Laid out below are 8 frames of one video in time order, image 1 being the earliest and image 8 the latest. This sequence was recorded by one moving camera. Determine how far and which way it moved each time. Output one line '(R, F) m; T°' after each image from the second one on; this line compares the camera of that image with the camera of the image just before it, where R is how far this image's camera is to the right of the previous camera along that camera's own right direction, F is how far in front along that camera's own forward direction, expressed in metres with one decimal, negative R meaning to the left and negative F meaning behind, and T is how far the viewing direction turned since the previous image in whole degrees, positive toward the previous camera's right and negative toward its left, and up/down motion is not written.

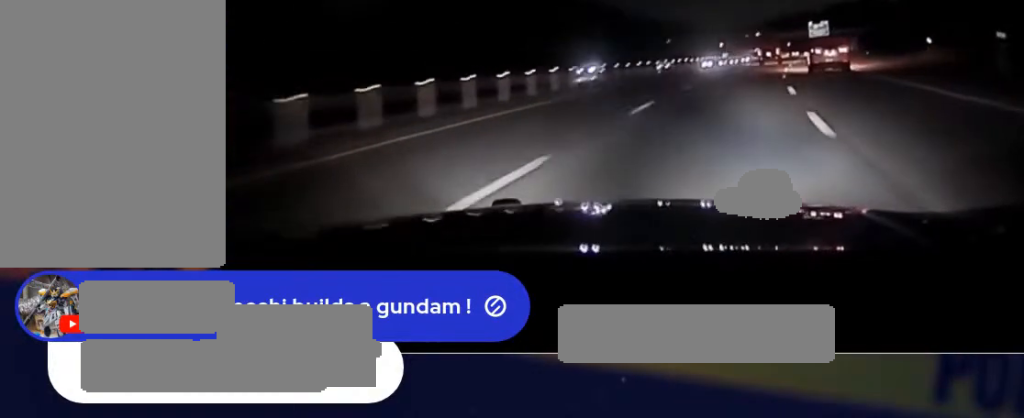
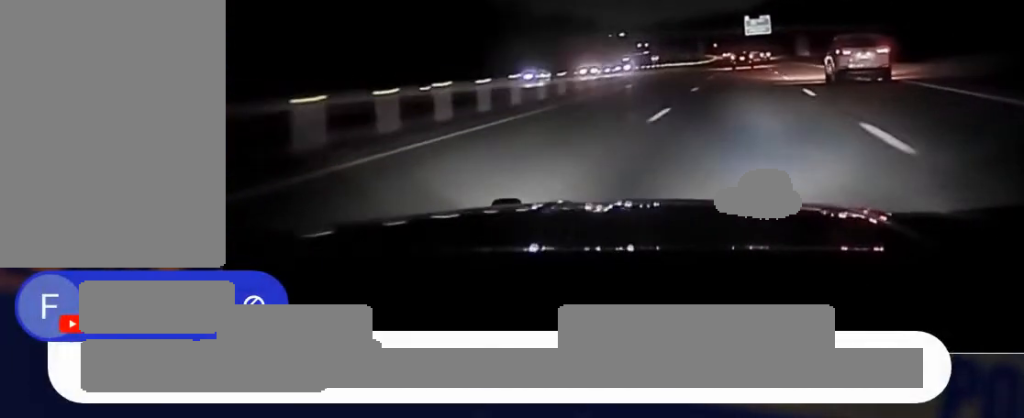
(+2.0, +61.6) m; +3°
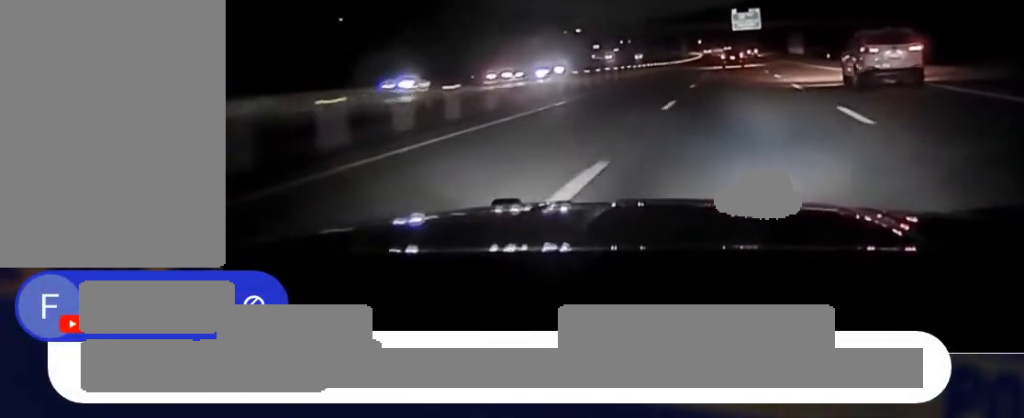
(-0.1, +24.4) m; 0°
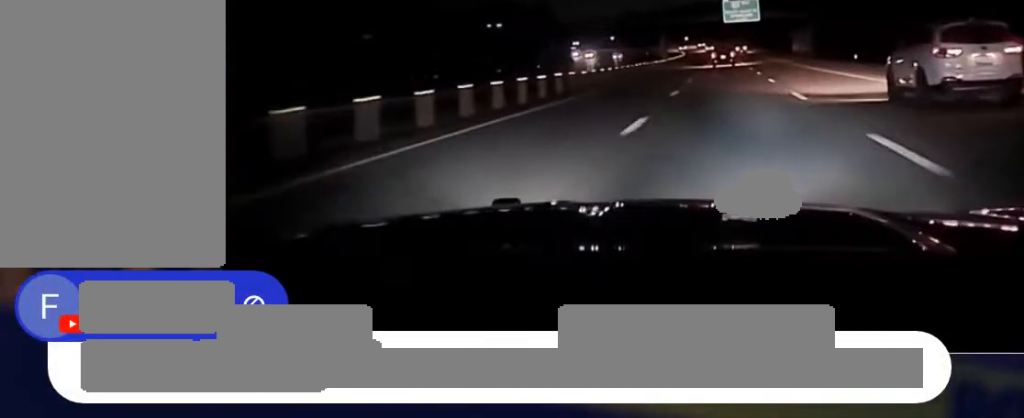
(+0.4, +39.3) m; +1°
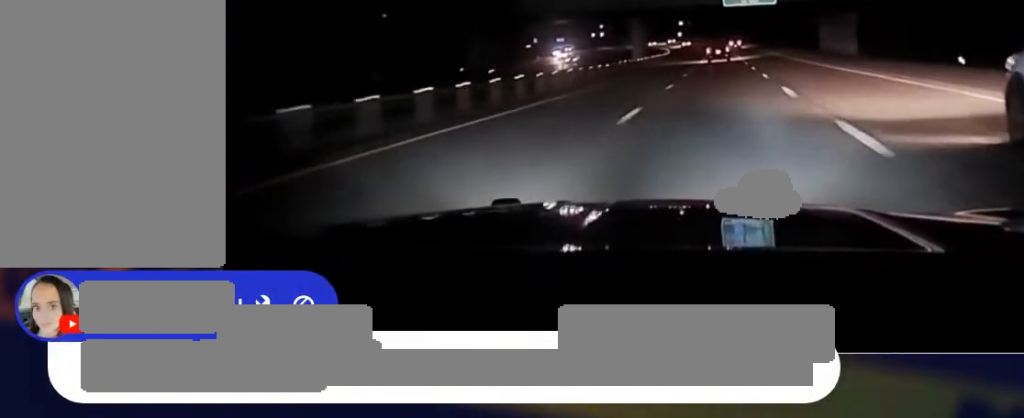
(-0.5, +49.3) m; -1°
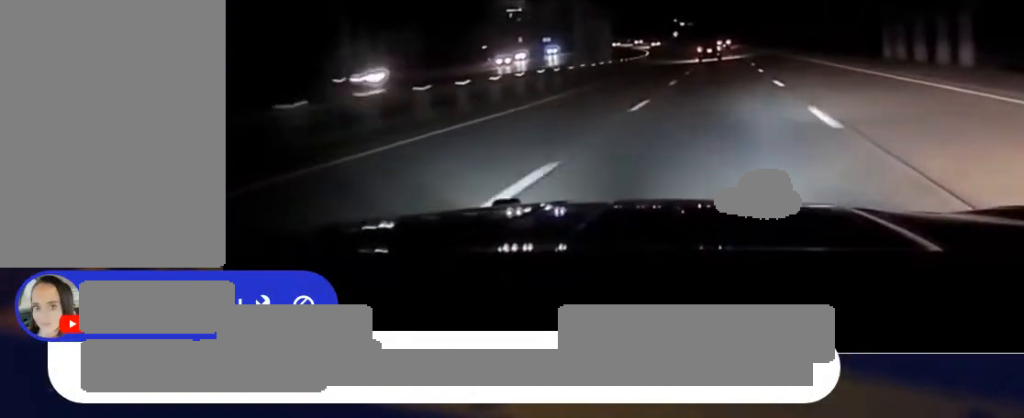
(0.0, +42.3) m; 0°
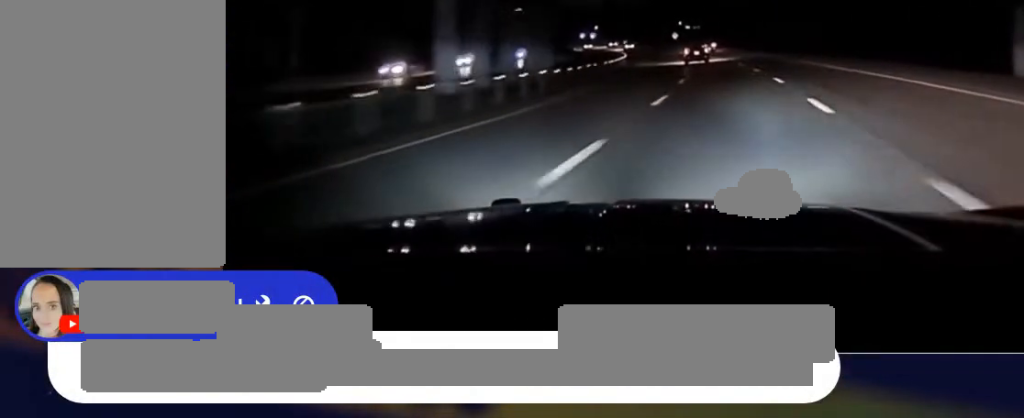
(-0.2, +32.2) m; -1°
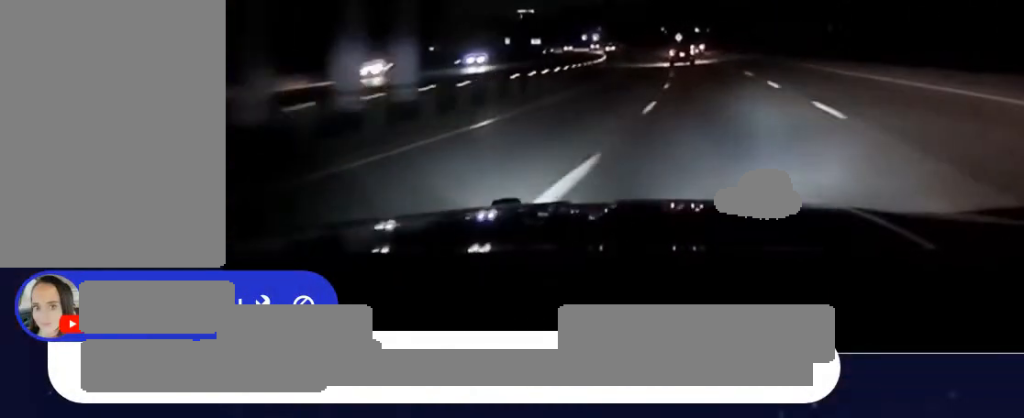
(-0.4, +23.7) m; -1°
